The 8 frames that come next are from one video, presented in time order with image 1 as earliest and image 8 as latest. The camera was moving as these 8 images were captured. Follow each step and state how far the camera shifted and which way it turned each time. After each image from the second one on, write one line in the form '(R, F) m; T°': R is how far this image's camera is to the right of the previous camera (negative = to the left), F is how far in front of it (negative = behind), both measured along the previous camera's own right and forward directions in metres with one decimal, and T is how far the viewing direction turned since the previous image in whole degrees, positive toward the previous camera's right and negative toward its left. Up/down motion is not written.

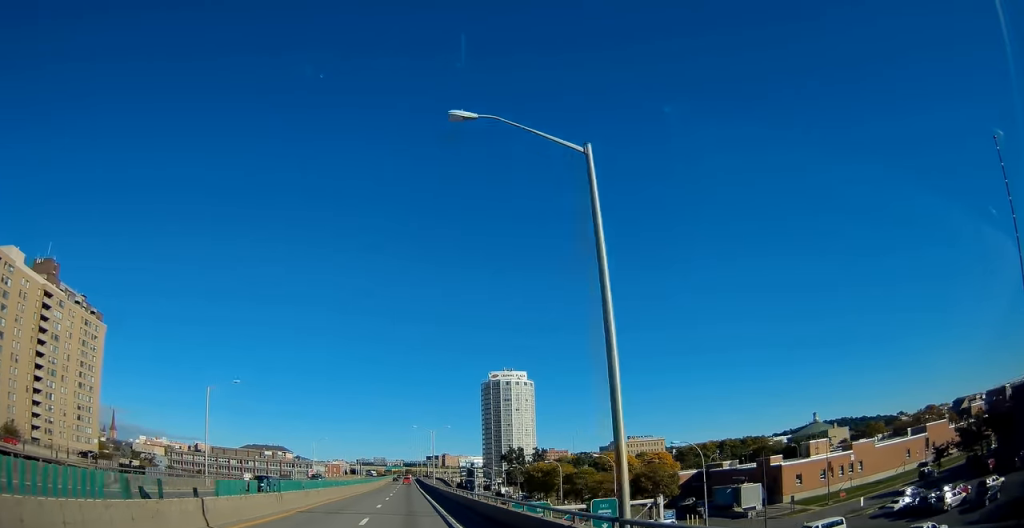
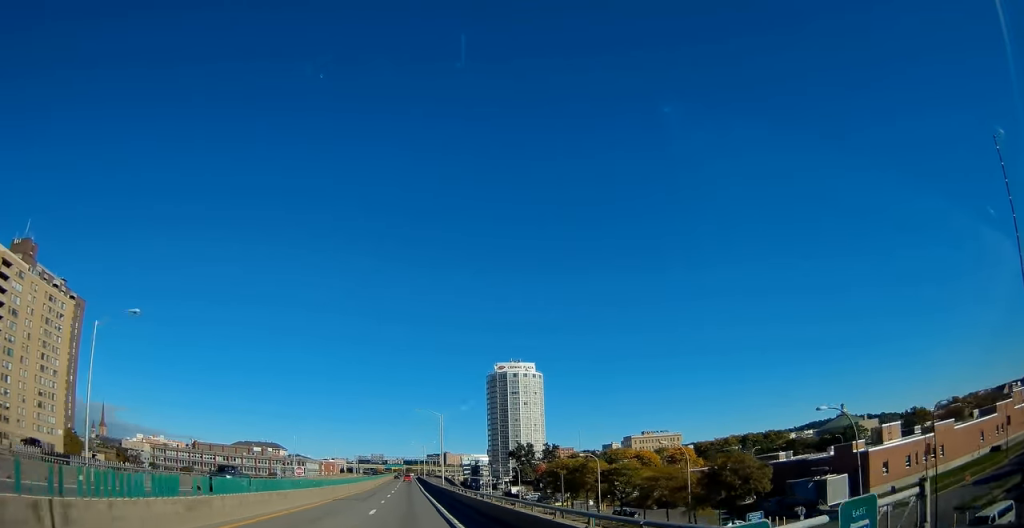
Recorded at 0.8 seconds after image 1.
(+0.1, +19.8) m; 0°
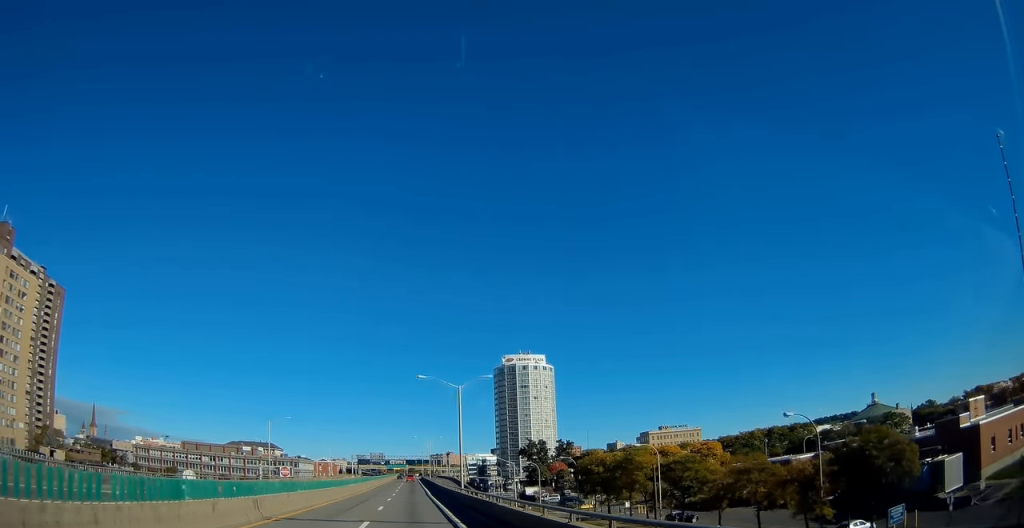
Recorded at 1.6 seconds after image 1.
(0.0, +18.9) m; 0°
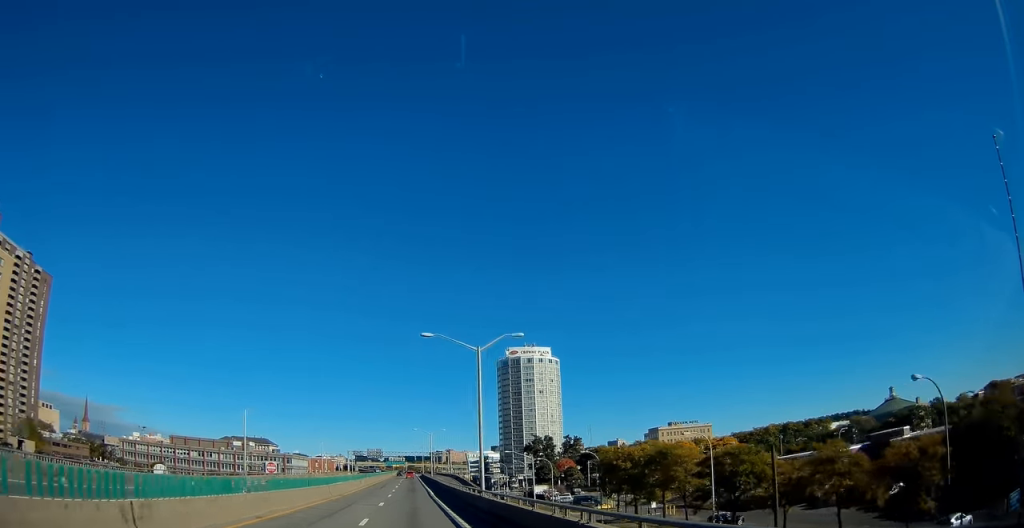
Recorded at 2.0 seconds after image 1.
(0.0, +12.0) m; 0°
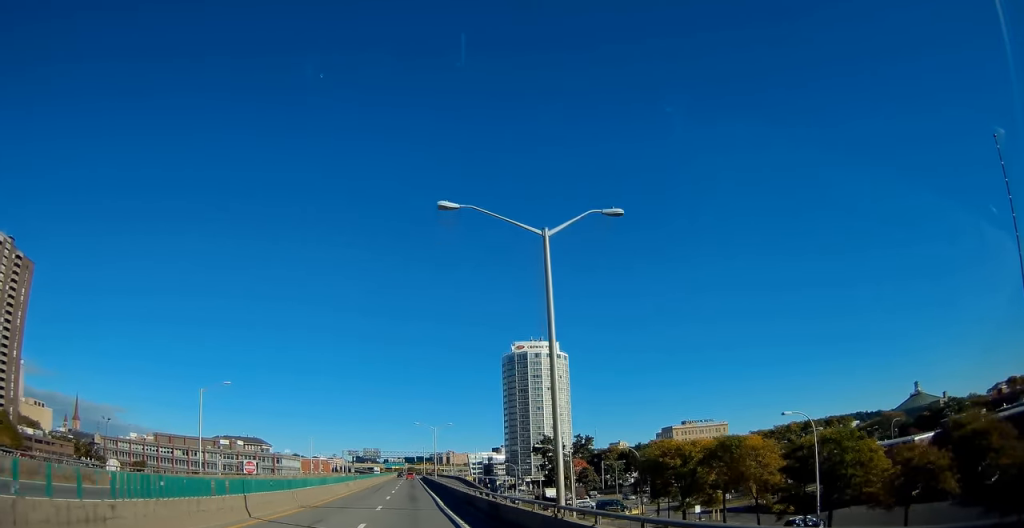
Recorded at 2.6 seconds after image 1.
(0.0, +15.1) m; 0°
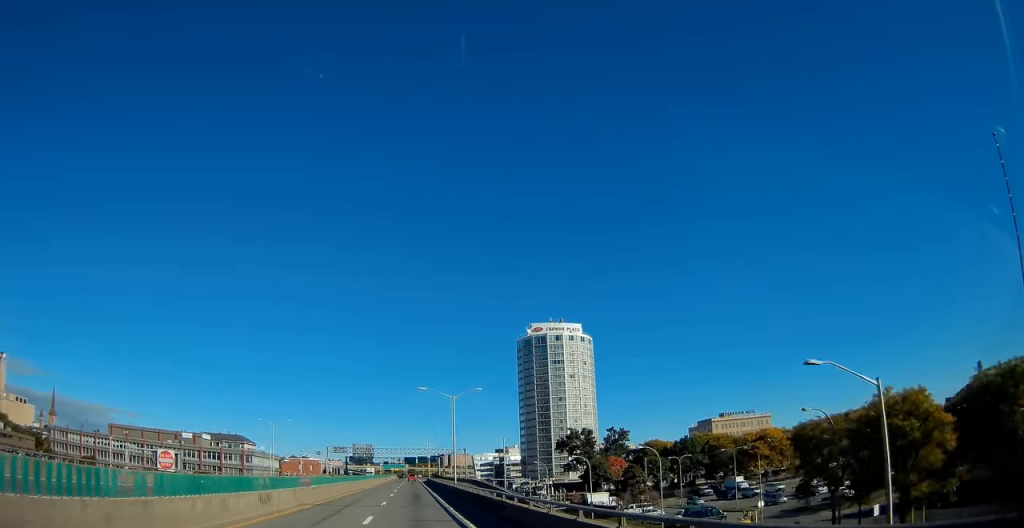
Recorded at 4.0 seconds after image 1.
(-0.3, +35.8) m; 0°
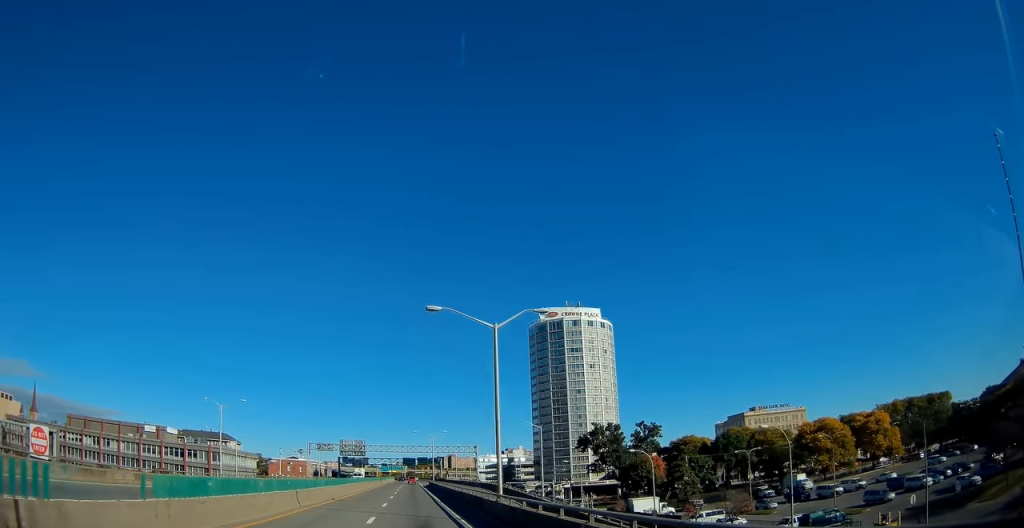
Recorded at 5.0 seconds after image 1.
(+0.1, +26.2) m; 0°
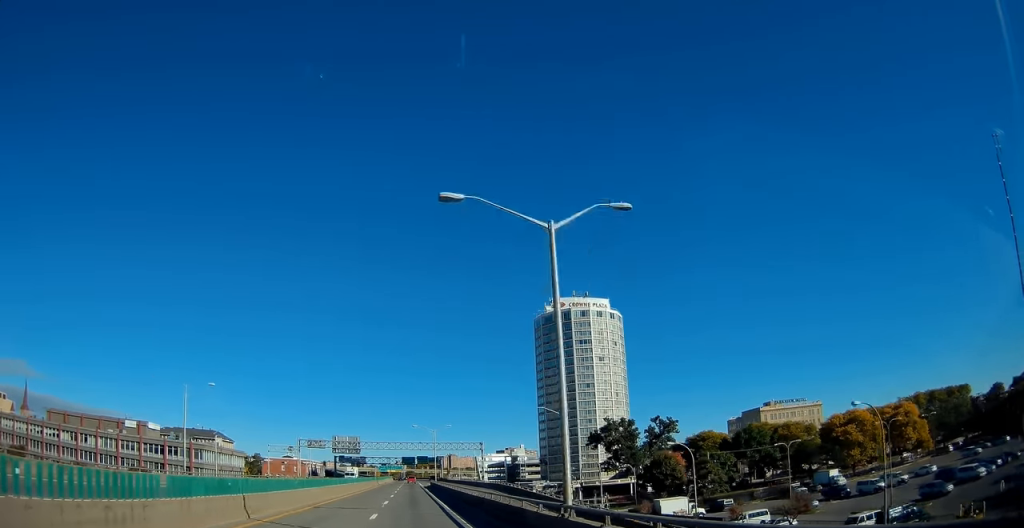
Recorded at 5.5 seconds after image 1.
(0.0, +11.7) m; 0°
